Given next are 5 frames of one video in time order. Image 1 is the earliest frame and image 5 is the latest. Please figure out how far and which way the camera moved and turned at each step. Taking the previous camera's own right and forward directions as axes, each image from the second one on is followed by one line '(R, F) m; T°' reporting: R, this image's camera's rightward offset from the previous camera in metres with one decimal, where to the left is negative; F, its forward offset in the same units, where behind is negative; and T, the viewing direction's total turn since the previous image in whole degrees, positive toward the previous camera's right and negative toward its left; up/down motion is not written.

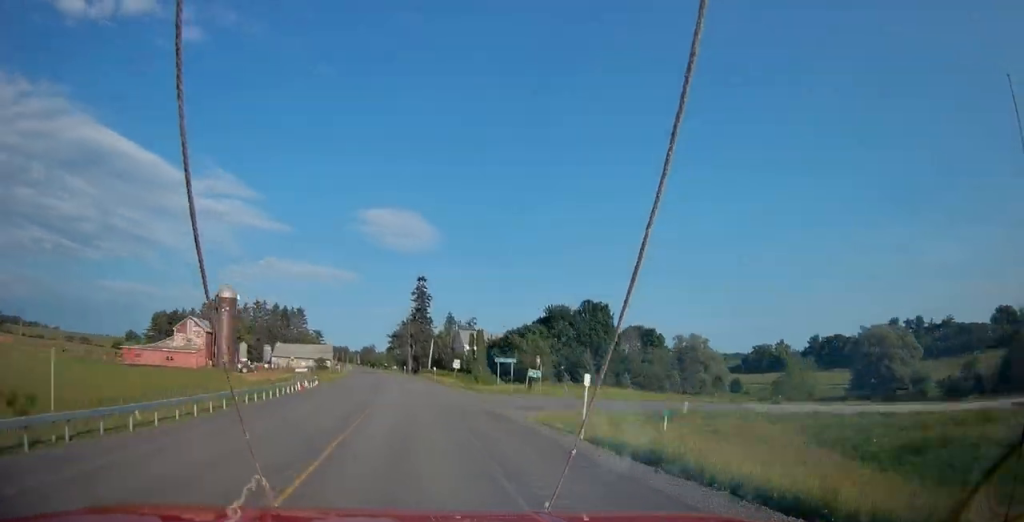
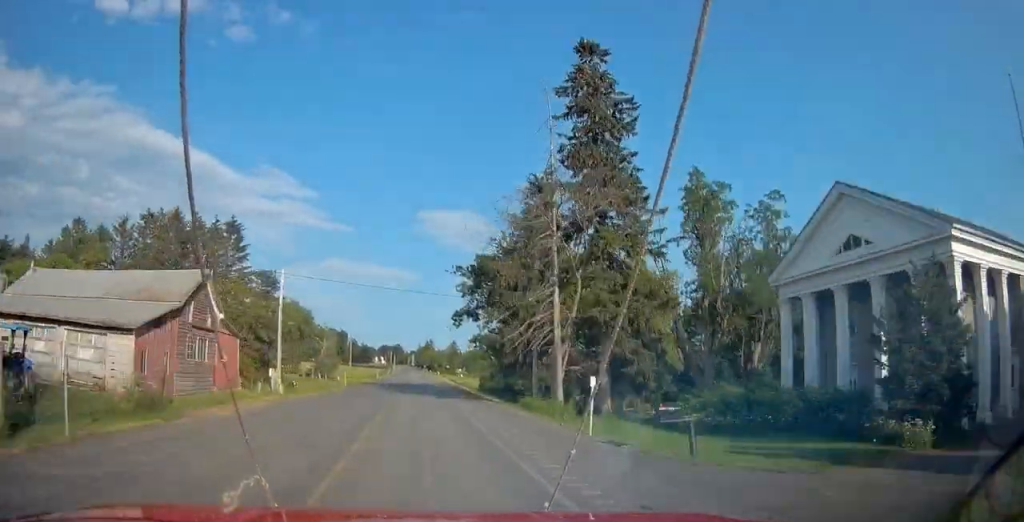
(-5.3, +111.5) m; -5°
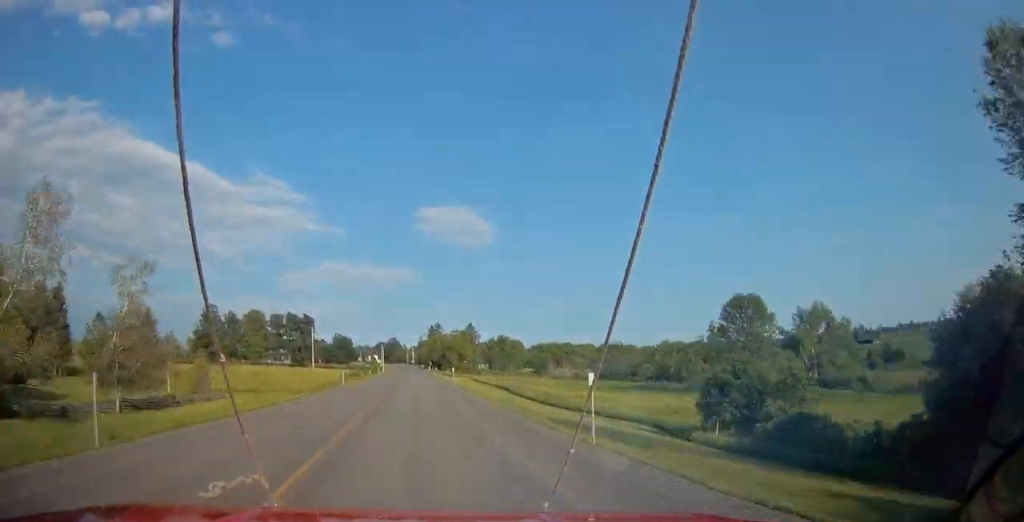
(-1.9, +104.9) m; -1°
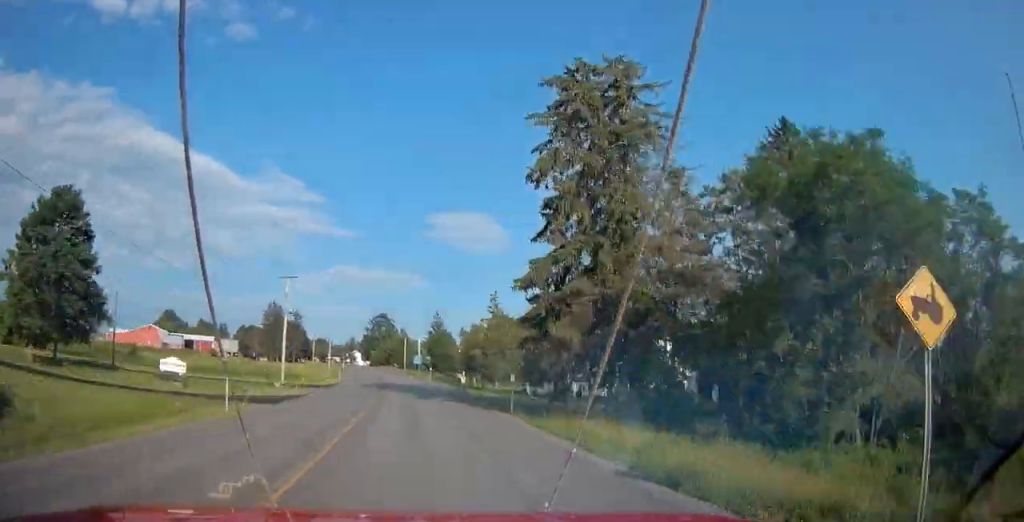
(-1.9, +200.4) m; -2°
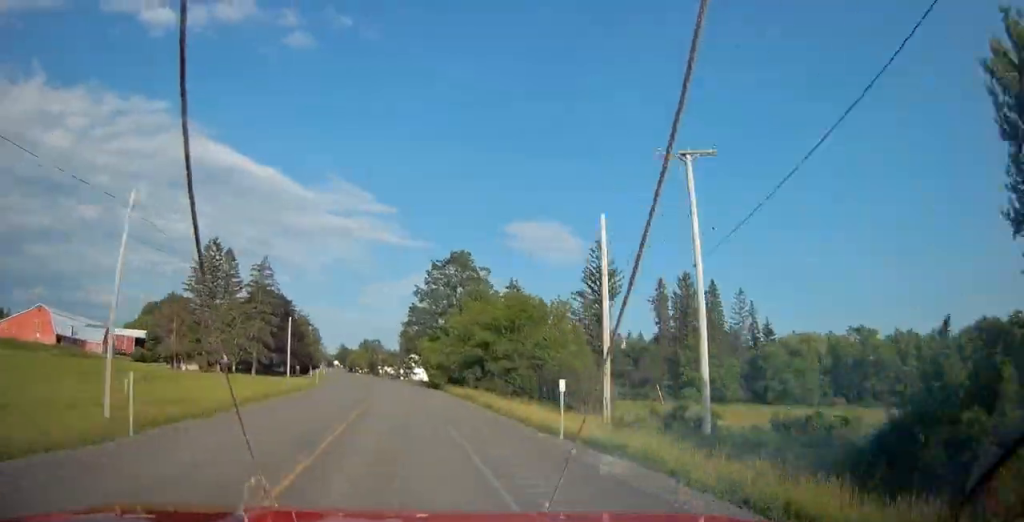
(-5.1, +116.8) m; -7°
